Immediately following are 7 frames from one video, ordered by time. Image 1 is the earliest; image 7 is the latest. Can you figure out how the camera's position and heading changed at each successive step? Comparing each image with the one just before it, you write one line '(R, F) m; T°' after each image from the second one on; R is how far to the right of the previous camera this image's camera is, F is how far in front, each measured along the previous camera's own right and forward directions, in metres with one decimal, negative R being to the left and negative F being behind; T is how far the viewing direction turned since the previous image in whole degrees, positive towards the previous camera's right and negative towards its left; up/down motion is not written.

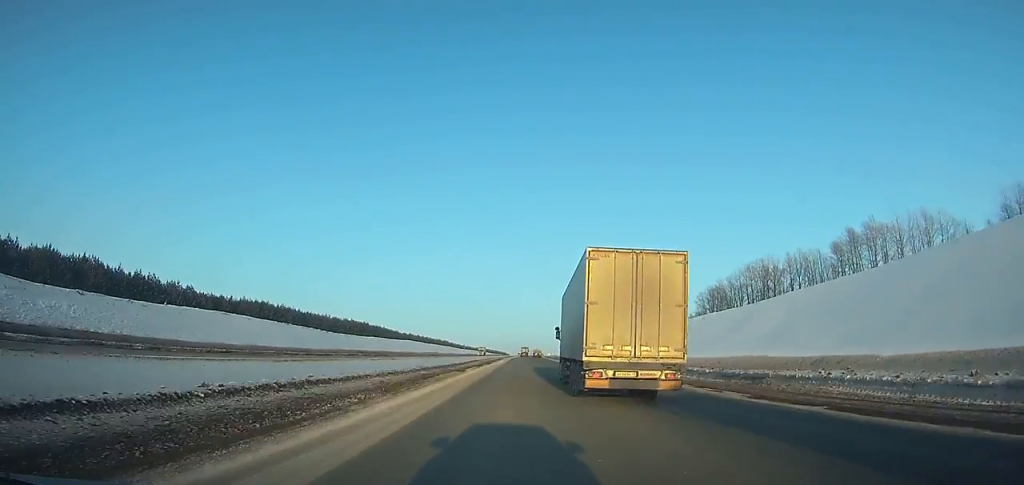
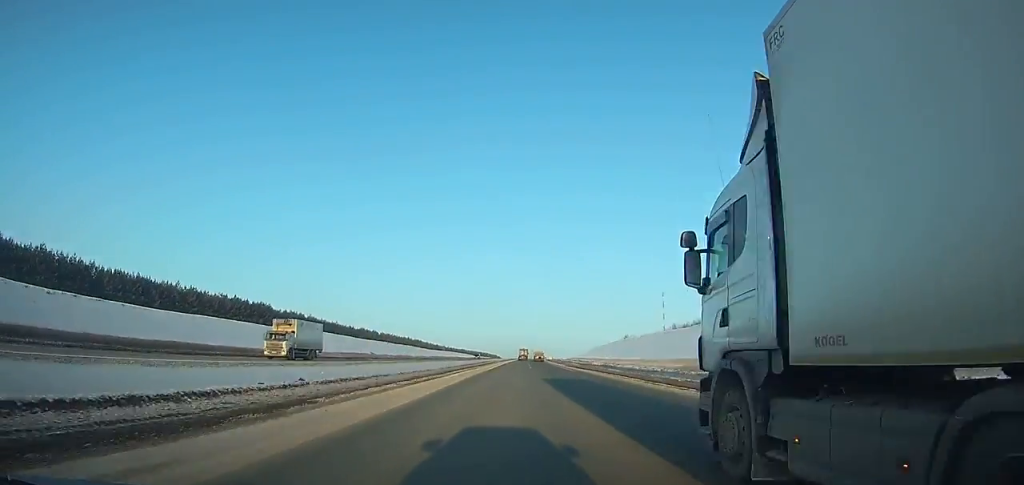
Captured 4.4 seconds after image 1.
(+0.9, +103.8) m; +1°
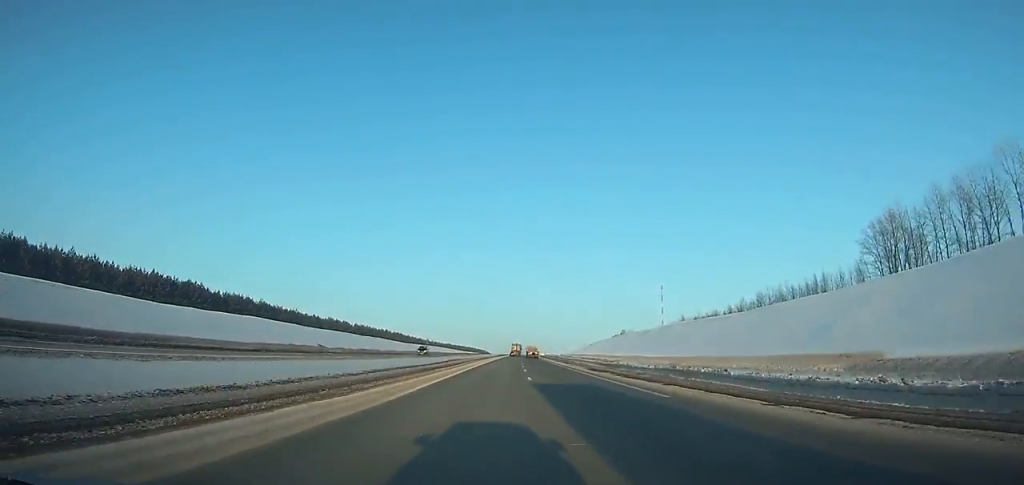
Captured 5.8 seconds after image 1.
(+0.2, +33.1) m; 0°
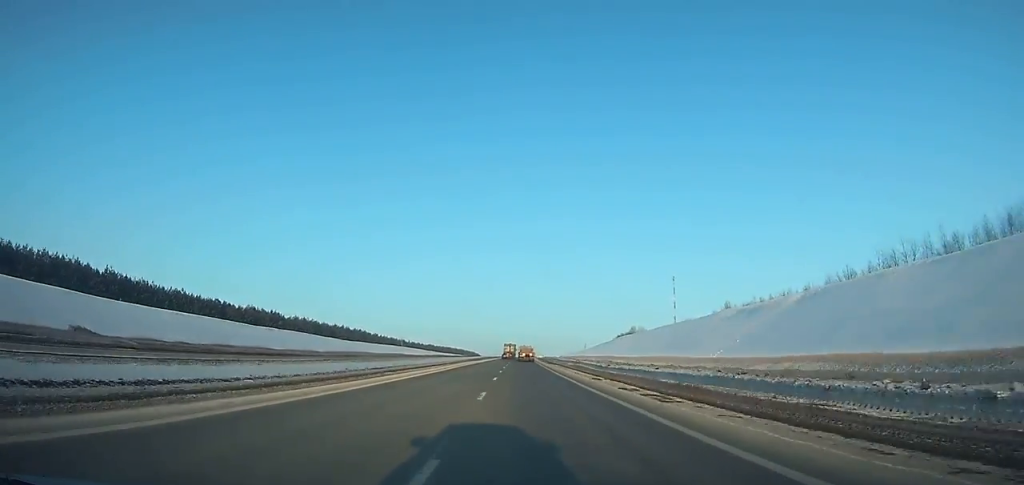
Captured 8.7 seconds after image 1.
(+0.5, +67.9) m; 0°
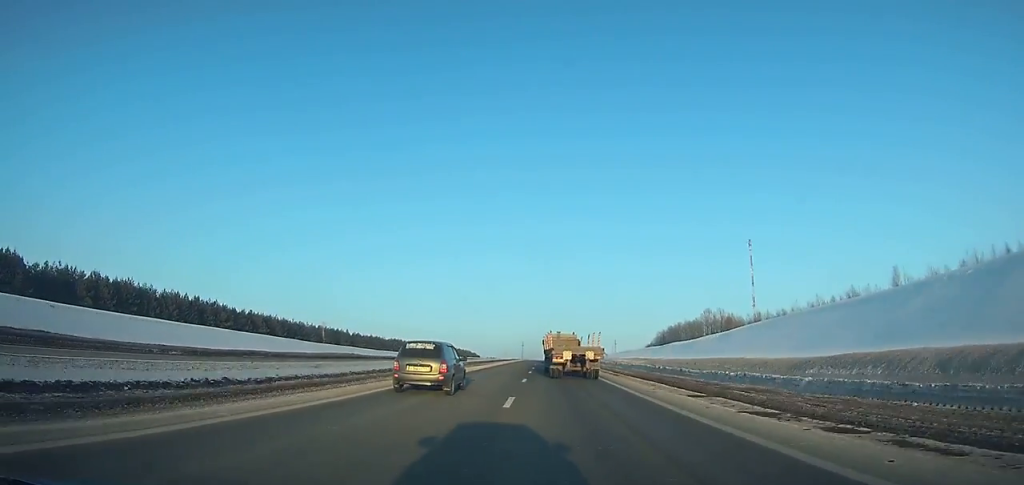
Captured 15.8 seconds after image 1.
(-0.7, +159.9) m; 0°
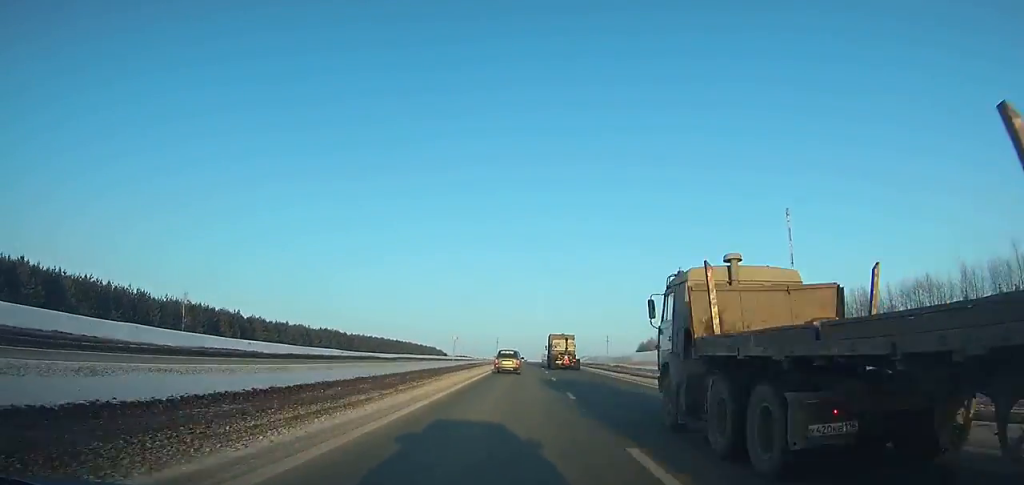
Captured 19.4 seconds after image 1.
(+1.2, +81.5) m; +2°
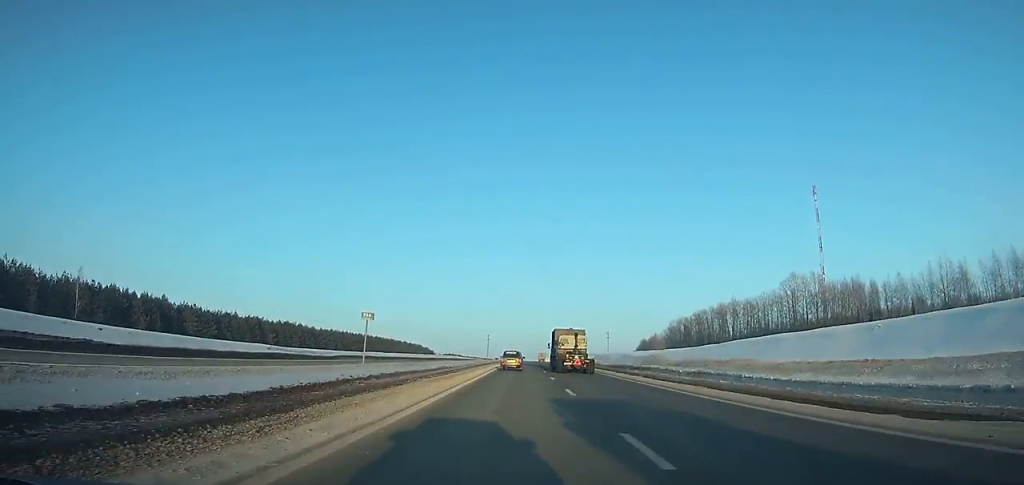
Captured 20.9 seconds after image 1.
(+0.3, +34.7) m; +1°
